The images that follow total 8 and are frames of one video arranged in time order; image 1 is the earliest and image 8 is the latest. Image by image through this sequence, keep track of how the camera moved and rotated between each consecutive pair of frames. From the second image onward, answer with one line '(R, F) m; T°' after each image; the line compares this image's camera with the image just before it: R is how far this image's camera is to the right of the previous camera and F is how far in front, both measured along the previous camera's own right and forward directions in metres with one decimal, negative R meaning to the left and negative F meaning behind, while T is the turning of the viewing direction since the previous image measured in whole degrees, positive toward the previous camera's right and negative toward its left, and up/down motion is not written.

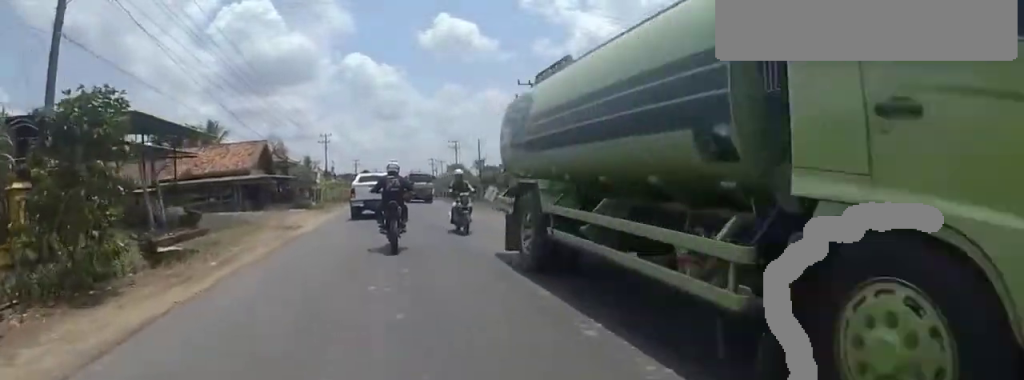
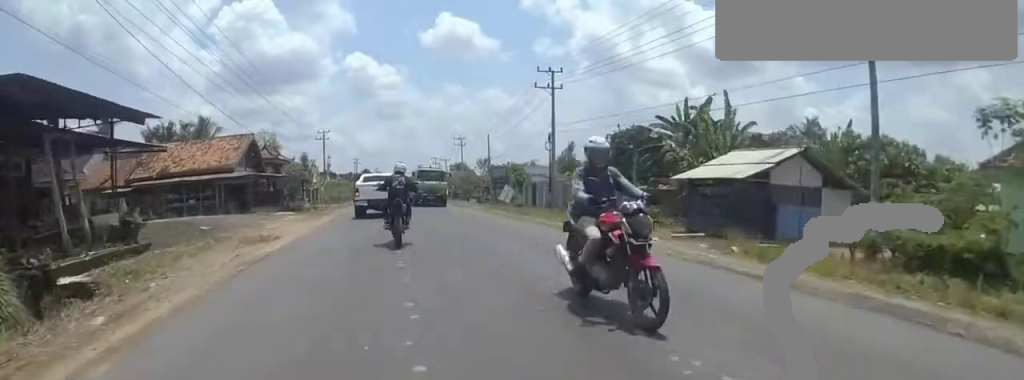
(+0.1, +4.5) m; 0°
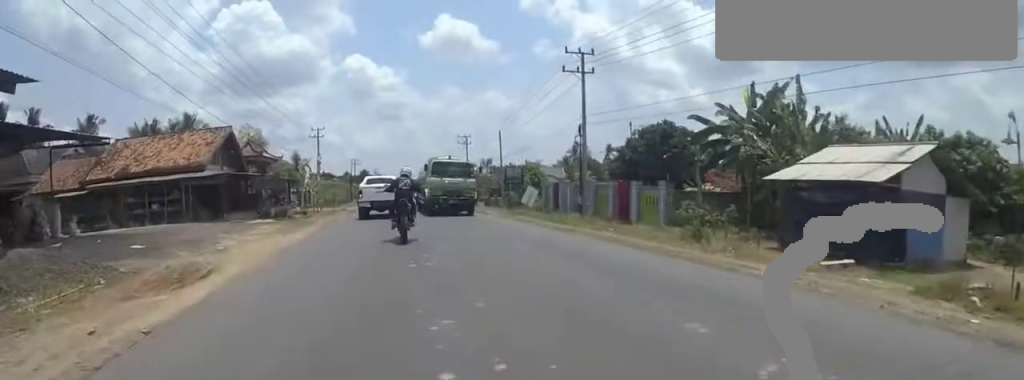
(-0.2, +5.4) m; -1°
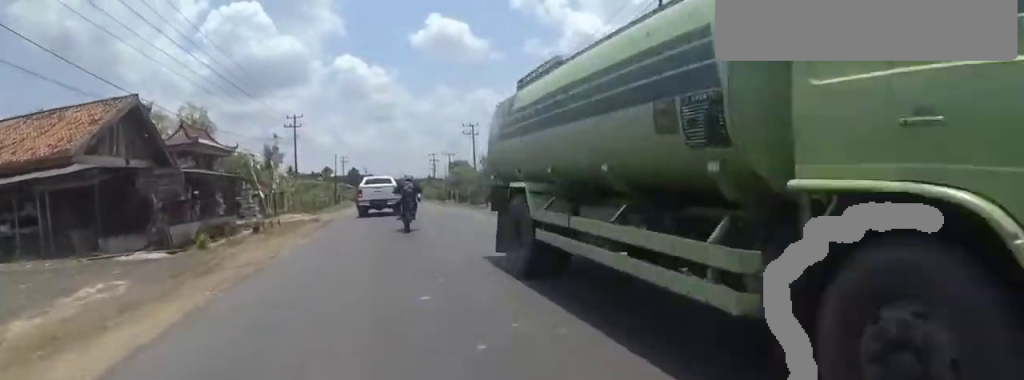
(-0.1, +11.6) m; 0°
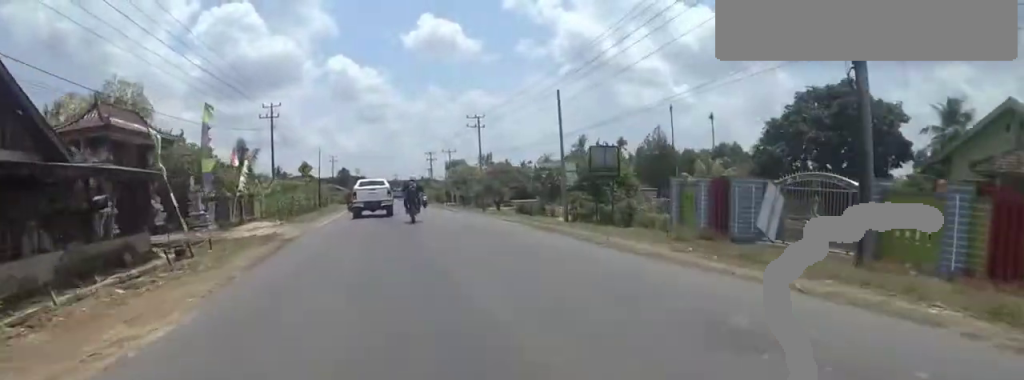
(0.0, +8.0) m; 0°
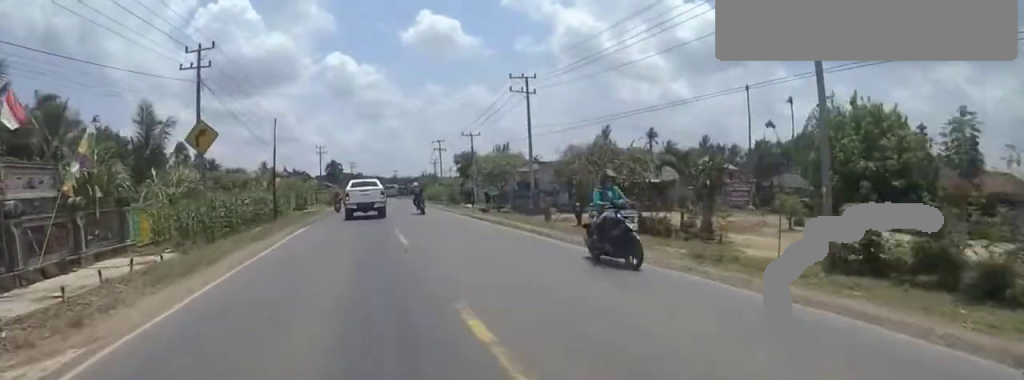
(0.0, +18.4) m; 0°
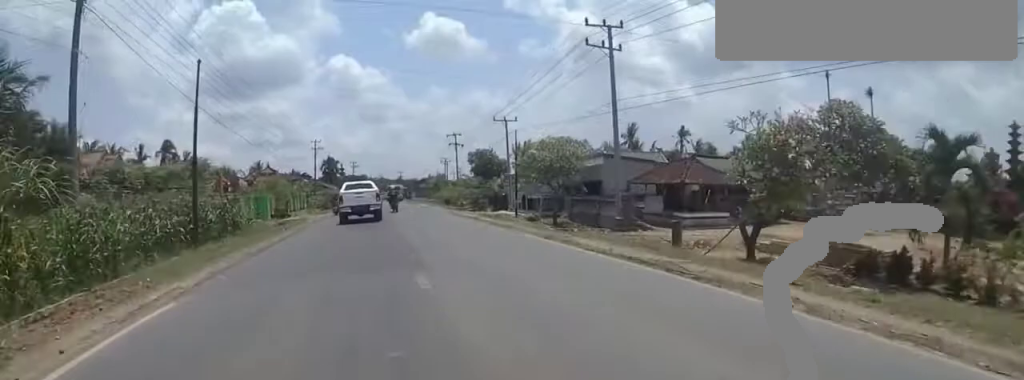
(0.0, +12.2) m; +1°
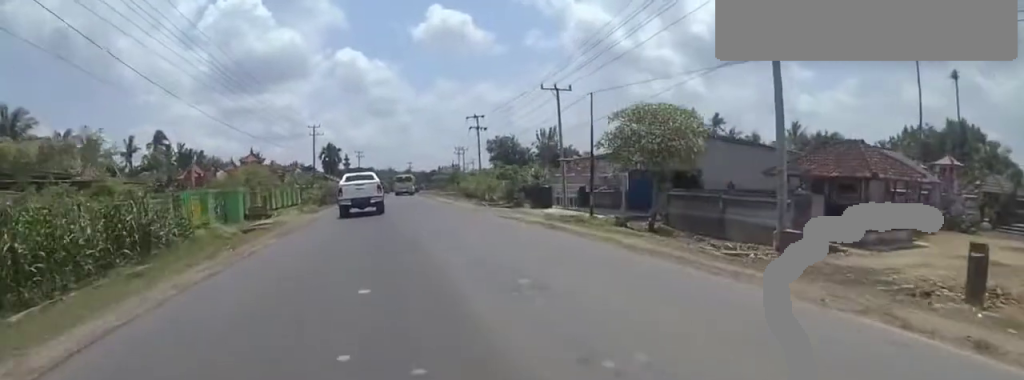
(+0.3, +9.7) m; +1°
